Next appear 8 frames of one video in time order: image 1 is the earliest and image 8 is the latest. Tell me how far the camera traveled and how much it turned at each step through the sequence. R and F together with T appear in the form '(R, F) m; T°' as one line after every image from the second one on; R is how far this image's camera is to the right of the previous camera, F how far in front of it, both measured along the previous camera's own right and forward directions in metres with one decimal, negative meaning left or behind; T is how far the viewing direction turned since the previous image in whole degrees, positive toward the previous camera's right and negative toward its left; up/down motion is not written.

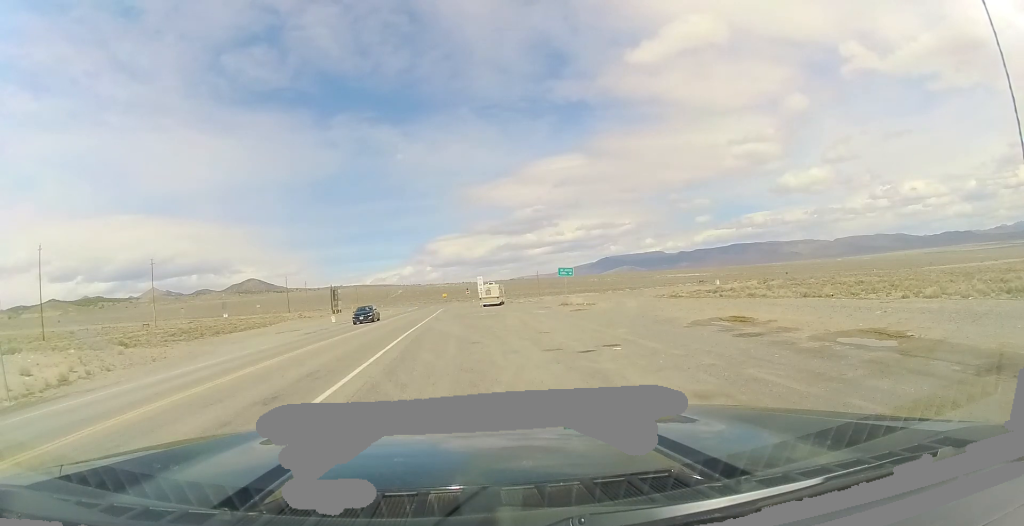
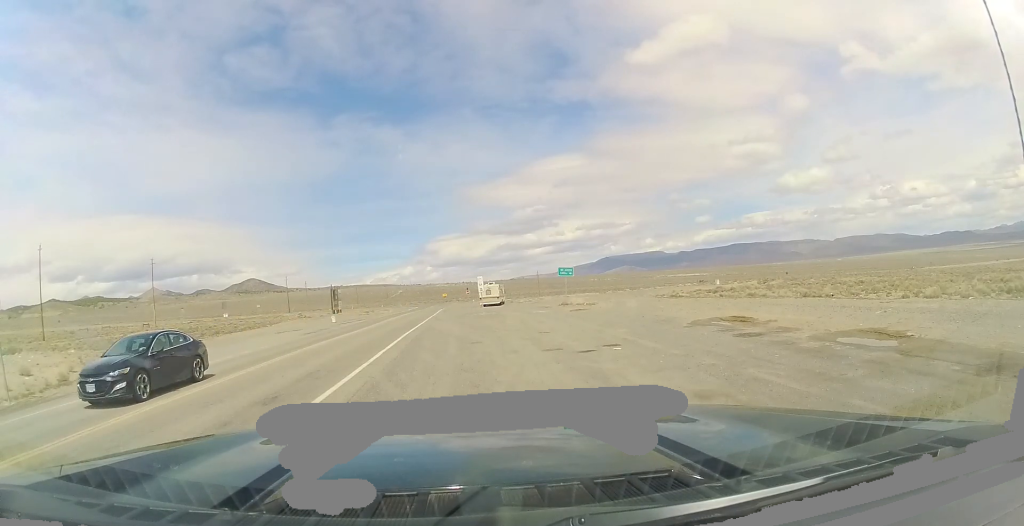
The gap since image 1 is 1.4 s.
(0.0, 0.0) m; 0°
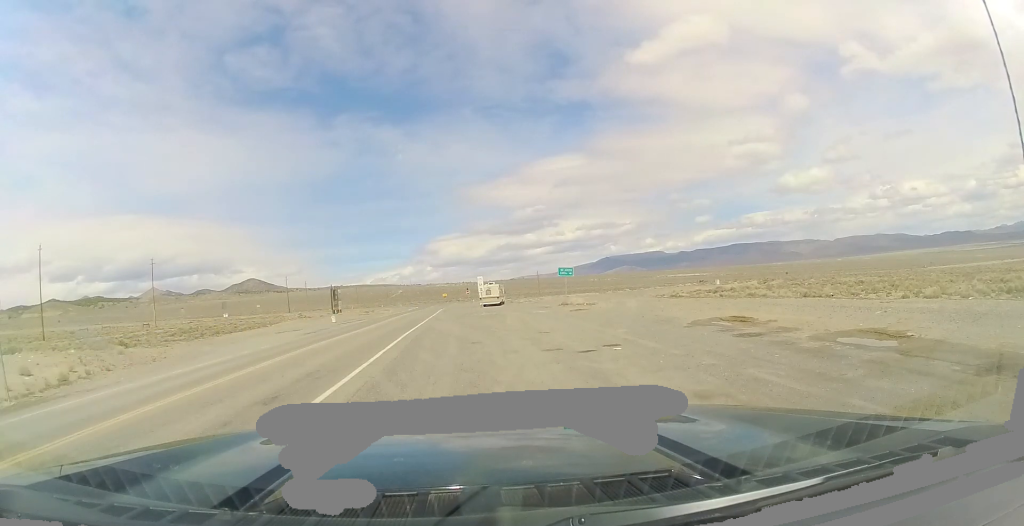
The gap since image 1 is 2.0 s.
(0.0, 0.0) m; 0°
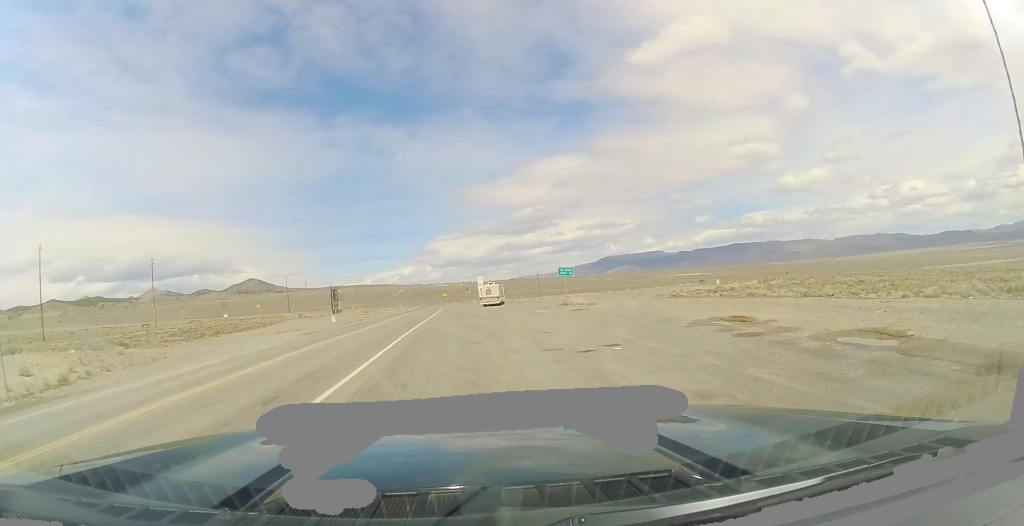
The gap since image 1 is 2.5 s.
(0.0, 0.0) m; 0°
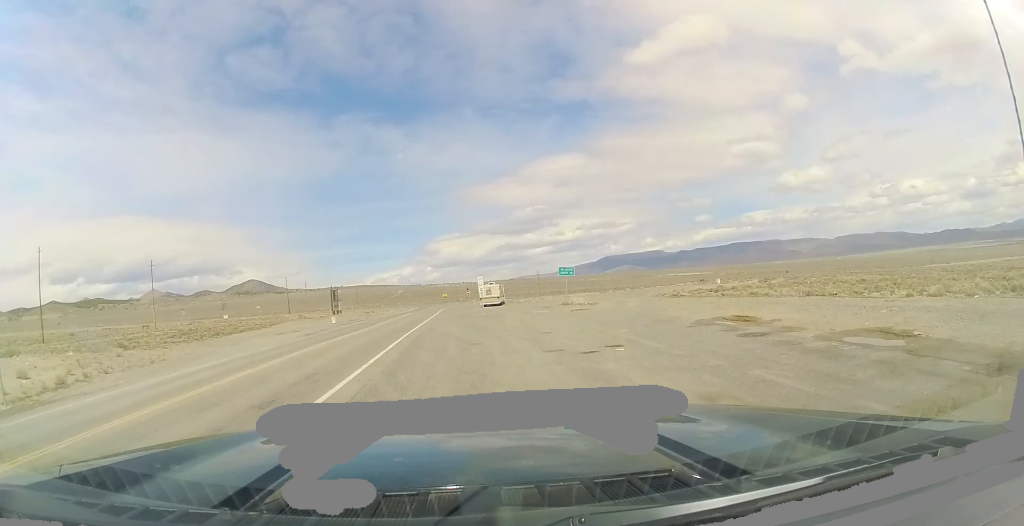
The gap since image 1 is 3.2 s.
(0.0, 0.0) m; 0°
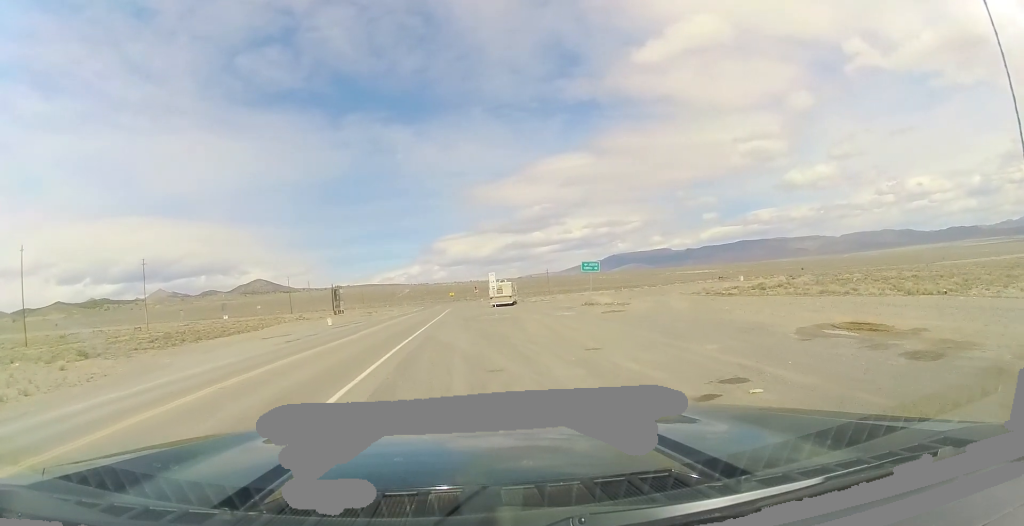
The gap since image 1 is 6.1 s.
(0.0, +2.8) m; -1°
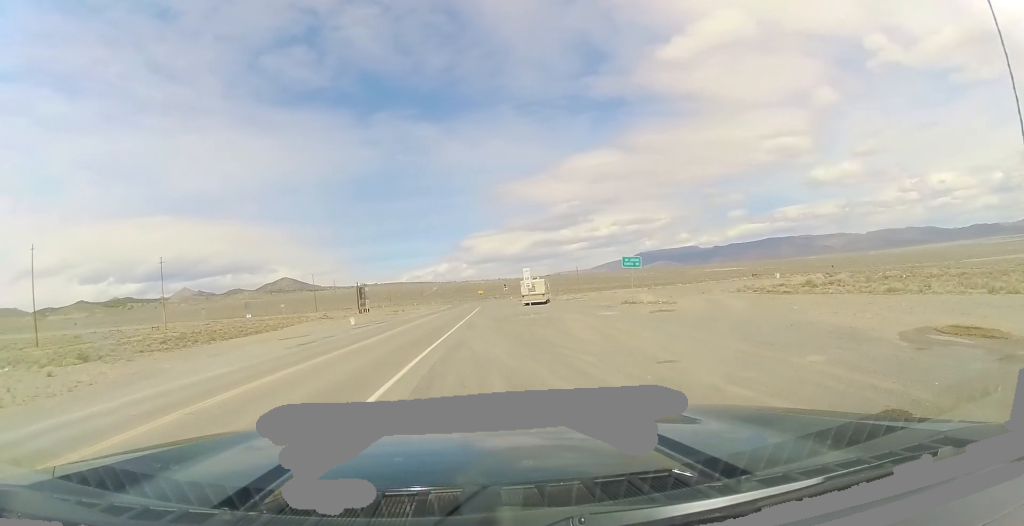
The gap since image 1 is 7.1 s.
(0.0, +3.0) m; 0°
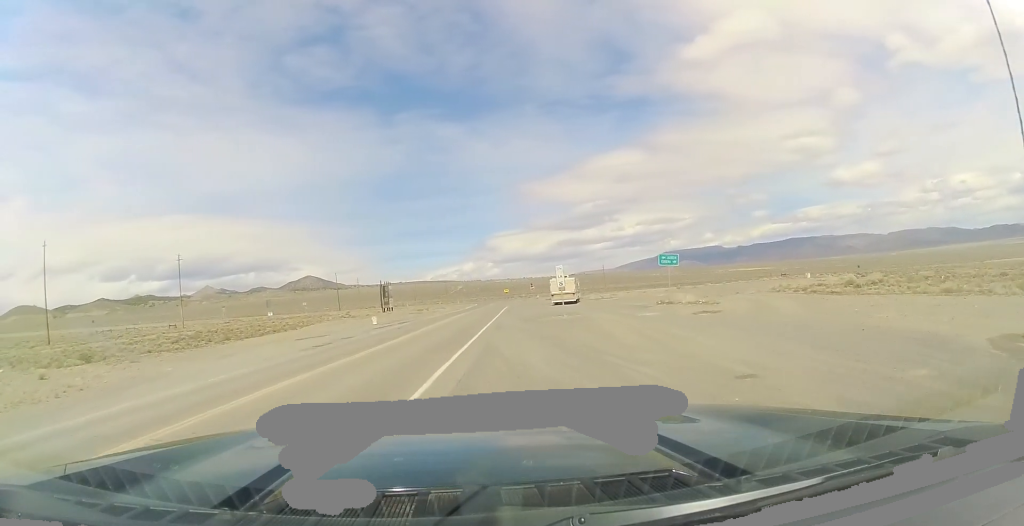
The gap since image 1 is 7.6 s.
(0.0, +2.0) m; -1°
